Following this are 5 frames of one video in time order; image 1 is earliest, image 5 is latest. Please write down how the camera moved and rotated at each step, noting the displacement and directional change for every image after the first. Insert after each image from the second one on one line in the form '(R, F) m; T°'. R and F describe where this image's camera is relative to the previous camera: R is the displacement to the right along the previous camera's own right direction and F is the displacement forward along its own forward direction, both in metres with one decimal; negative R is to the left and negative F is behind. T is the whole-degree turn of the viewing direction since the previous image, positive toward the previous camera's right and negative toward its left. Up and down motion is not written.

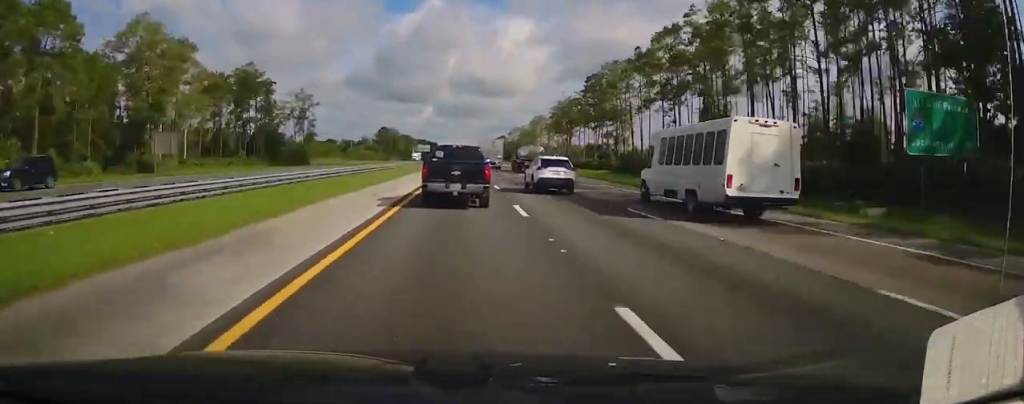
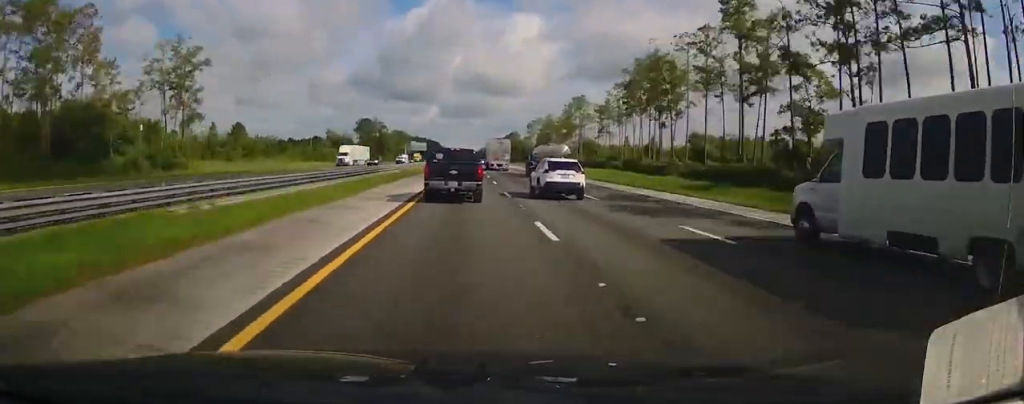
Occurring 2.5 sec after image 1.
(-0.6, +82.2) m; 0°
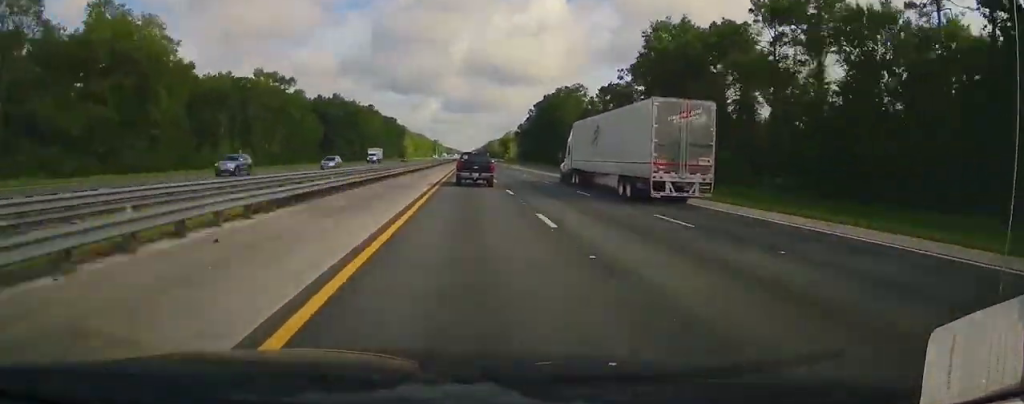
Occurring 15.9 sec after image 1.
(+3.5, +451.4) m; 0°
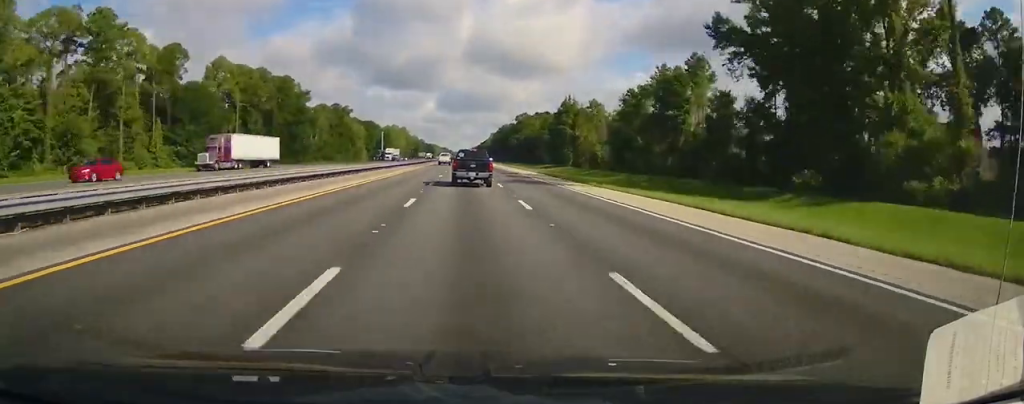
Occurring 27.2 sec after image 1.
(+2.2, +399.0) m; 0°
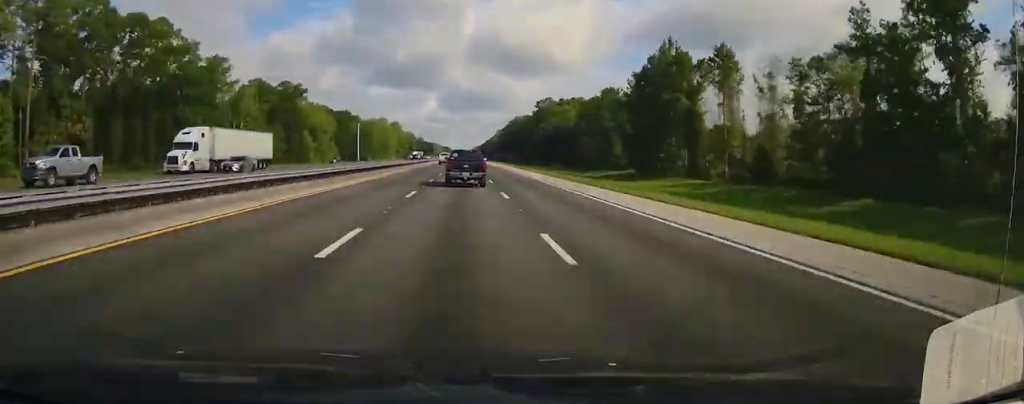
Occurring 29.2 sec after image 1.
(-0.7, +69.9) m; 0°
